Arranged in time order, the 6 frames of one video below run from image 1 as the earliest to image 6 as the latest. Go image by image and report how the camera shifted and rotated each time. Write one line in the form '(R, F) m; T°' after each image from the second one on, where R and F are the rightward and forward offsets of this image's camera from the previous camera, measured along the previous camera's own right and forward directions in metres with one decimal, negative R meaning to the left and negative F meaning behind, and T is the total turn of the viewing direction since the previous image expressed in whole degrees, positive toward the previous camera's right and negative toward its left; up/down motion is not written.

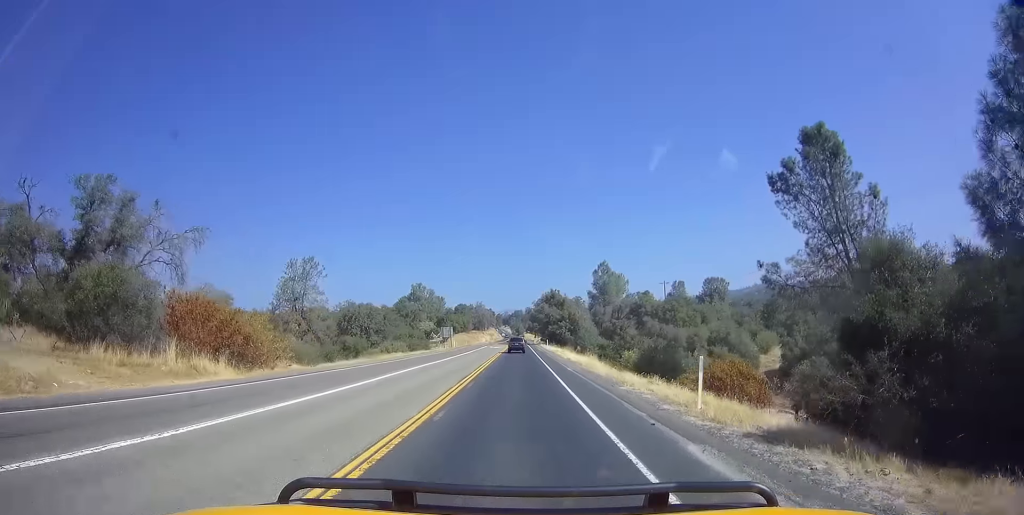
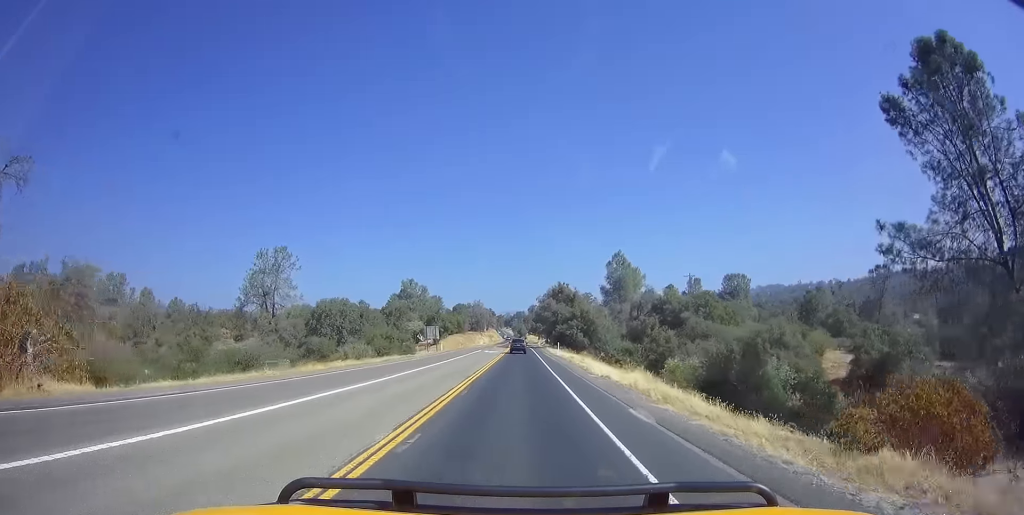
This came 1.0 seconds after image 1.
(+0.3, +17.7) m; 0°
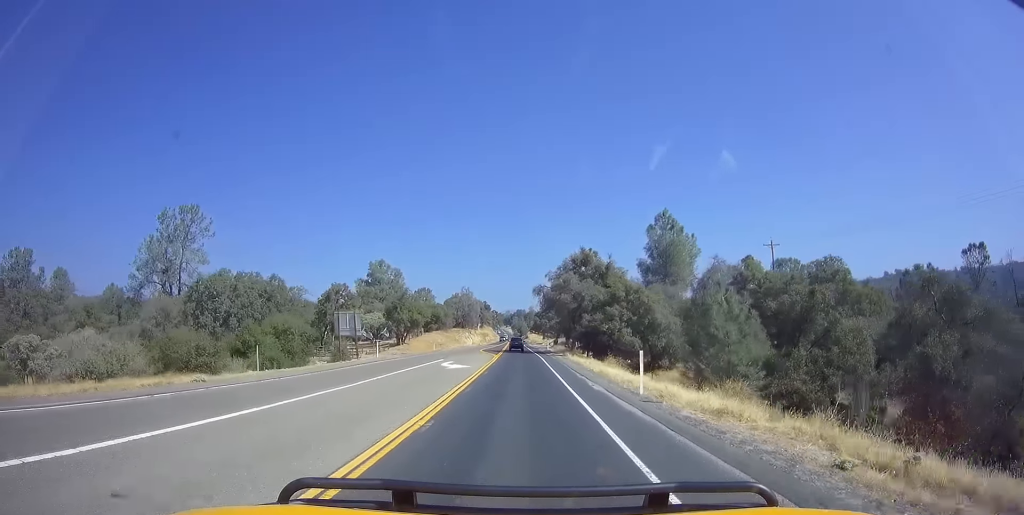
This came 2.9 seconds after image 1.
(-0.8, +35.8) m; 0°
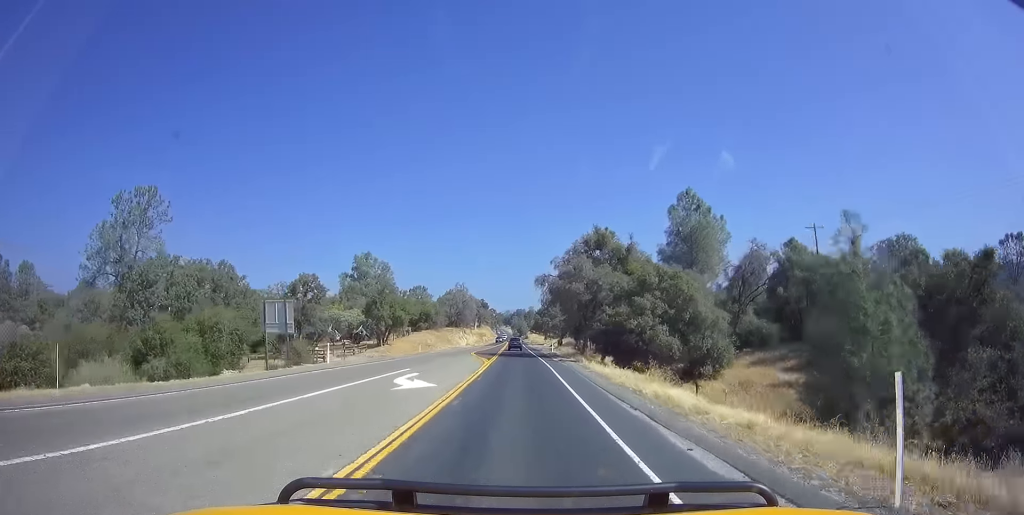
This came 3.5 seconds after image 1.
(+0.2, +11.5) m; +1°
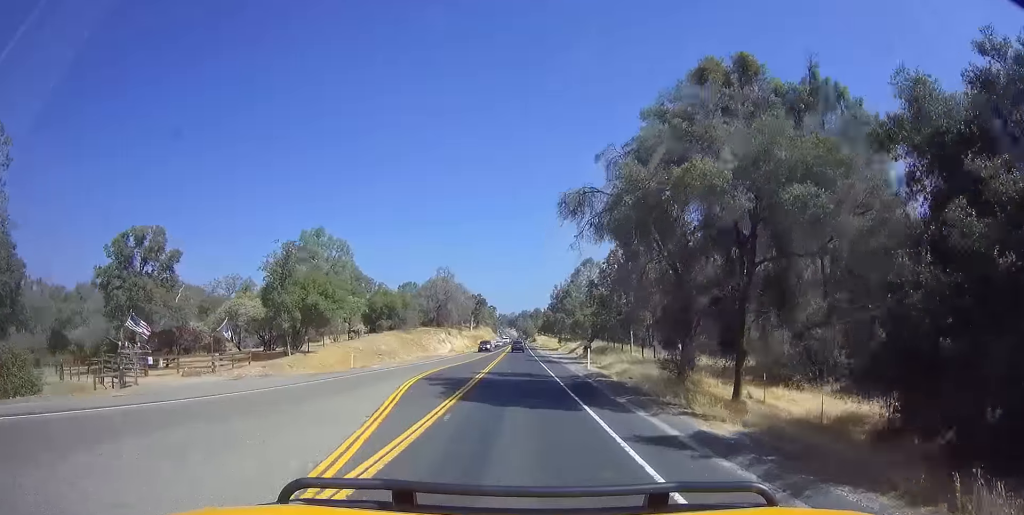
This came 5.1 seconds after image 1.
(-0.8, +30.7) m; -2°
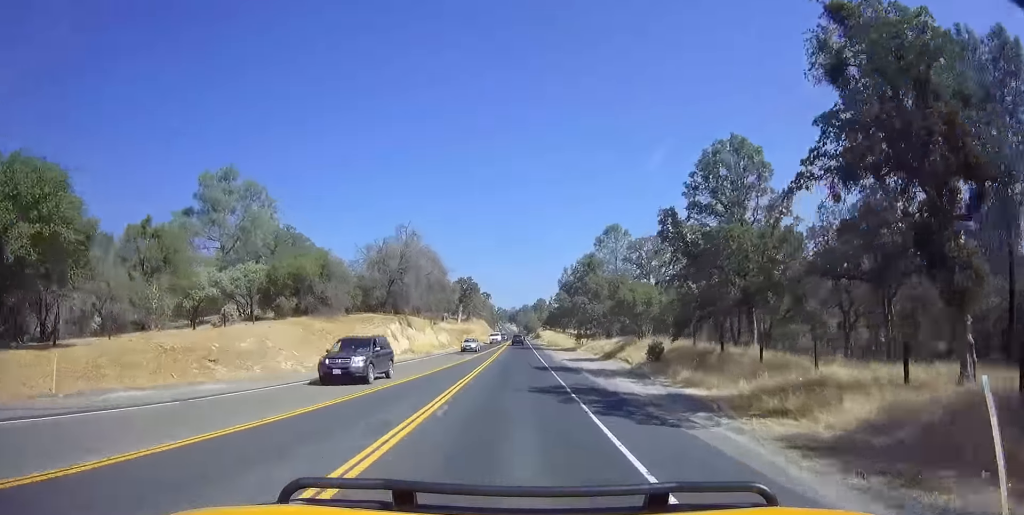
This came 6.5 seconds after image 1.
(+0.4, +29.1) m; 0°
